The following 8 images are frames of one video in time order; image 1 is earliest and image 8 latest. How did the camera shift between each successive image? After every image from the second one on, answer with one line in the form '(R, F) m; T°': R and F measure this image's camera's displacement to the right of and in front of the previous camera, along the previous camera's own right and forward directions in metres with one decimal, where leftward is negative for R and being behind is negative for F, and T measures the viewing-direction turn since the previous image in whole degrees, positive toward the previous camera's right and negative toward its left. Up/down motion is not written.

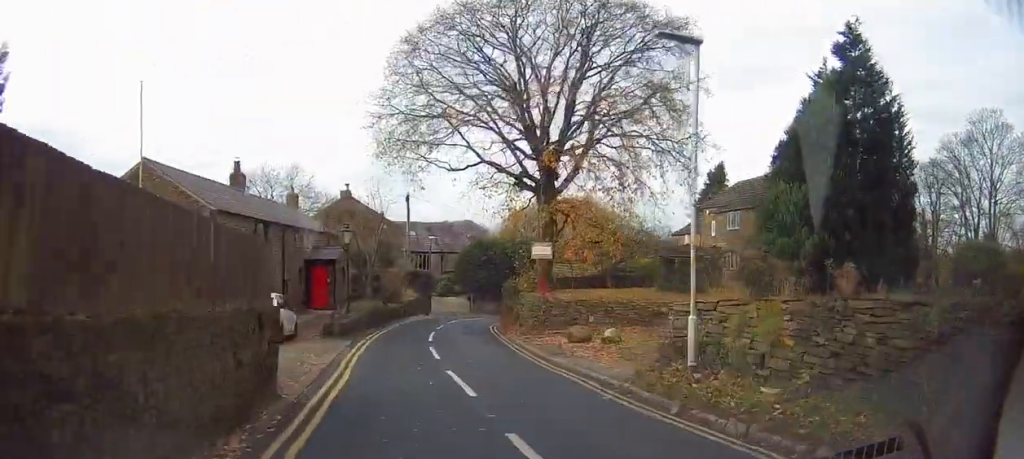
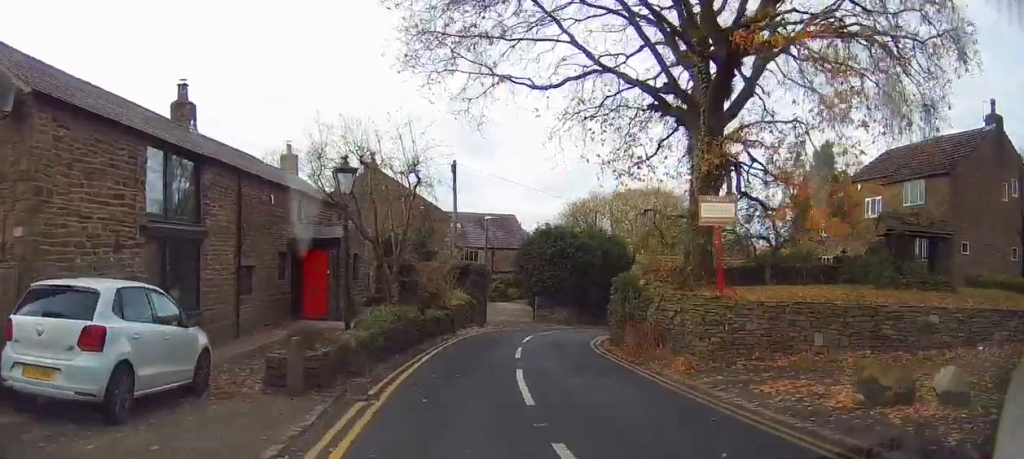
(-1.2, +12.6) m; -7°
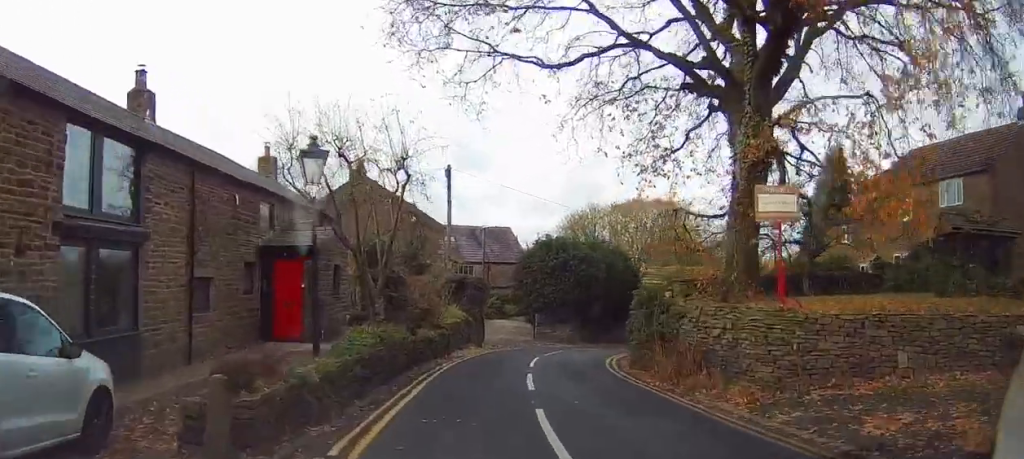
(-0.1, +2.8) m; +2°
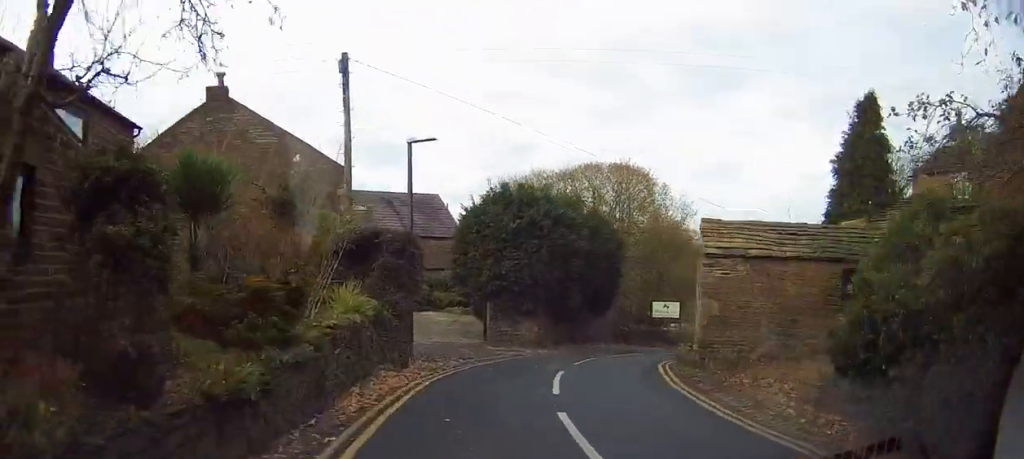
(+1.3, +12.9) m; +8°
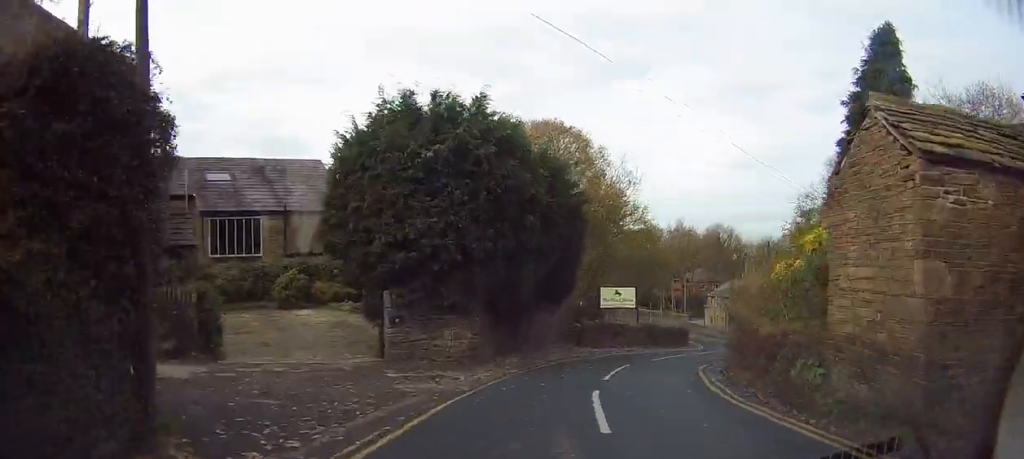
(0.0, +10.1) m; +3°
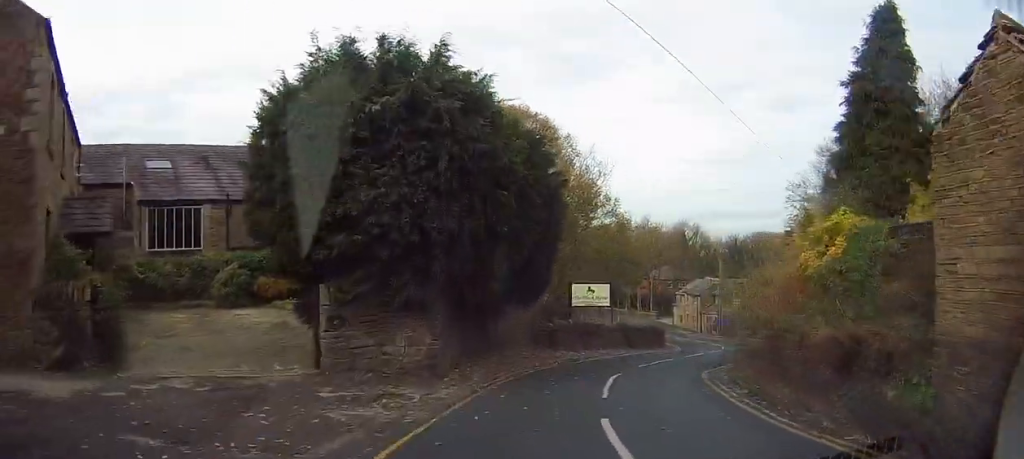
(0.0, +3.1) m; +3°
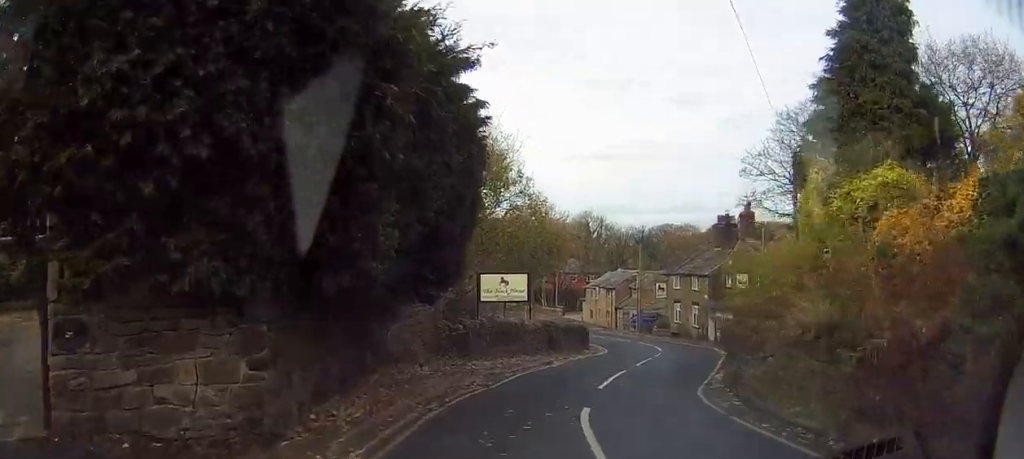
(+0.3, +6.1) m; +9°
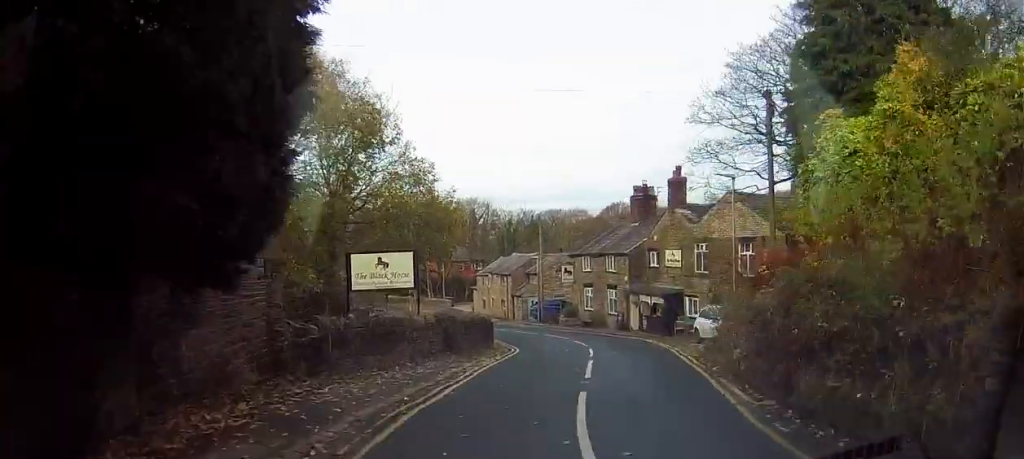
(+0.8, +6.7) m; +12°
